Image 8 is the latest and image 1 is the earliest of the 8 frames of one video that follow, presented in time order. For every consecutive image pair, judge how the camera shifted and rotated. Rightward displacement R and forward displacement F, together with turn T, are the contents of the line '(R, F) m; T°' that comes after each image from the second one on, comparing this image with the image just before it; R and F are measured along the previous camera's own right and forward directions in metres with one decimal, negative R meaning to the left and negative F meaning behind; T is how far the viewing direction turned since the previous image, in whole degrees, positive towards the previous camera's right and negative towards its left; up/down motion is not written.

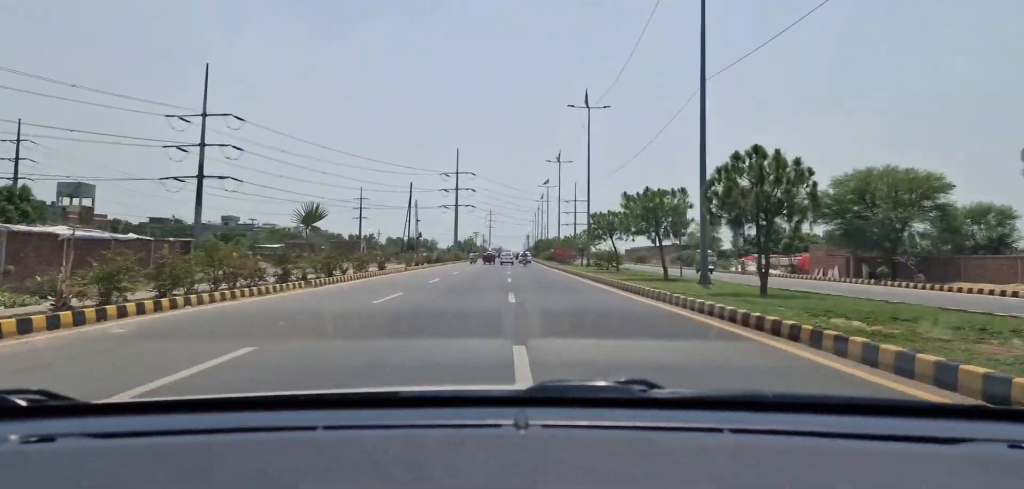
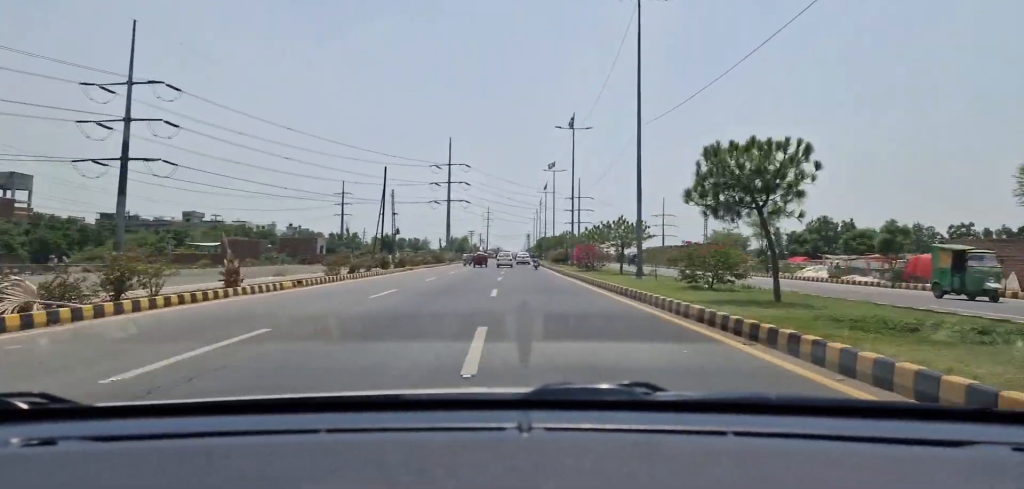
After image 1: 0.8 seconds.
(+0.3, +21.6) m; +1°
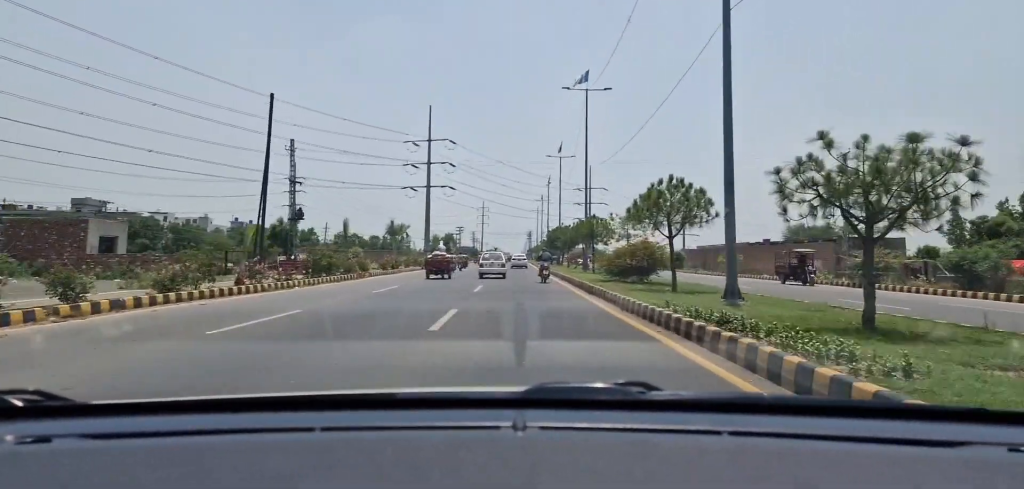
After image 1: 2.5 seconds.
(+0.2, +44.6) m; 0°
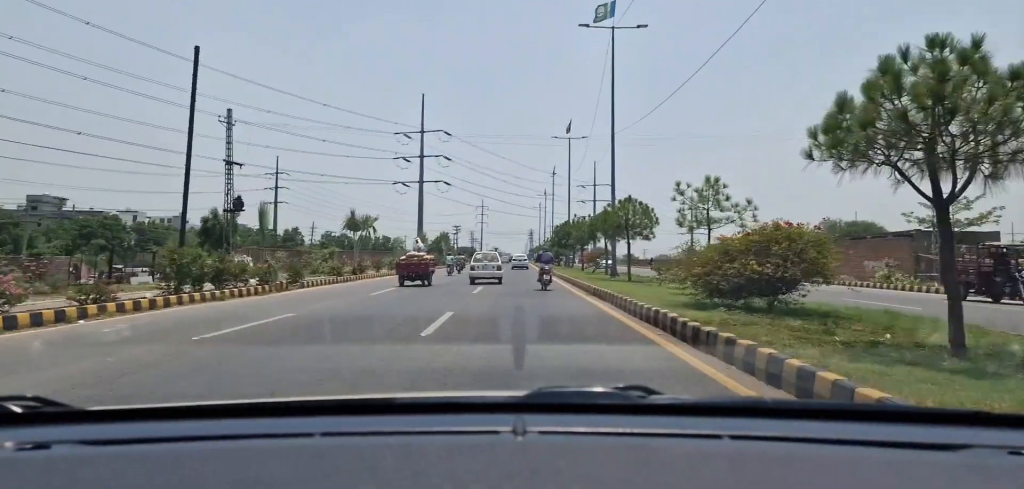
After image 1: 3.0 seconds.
(-0.2, +12.0) m; 0°
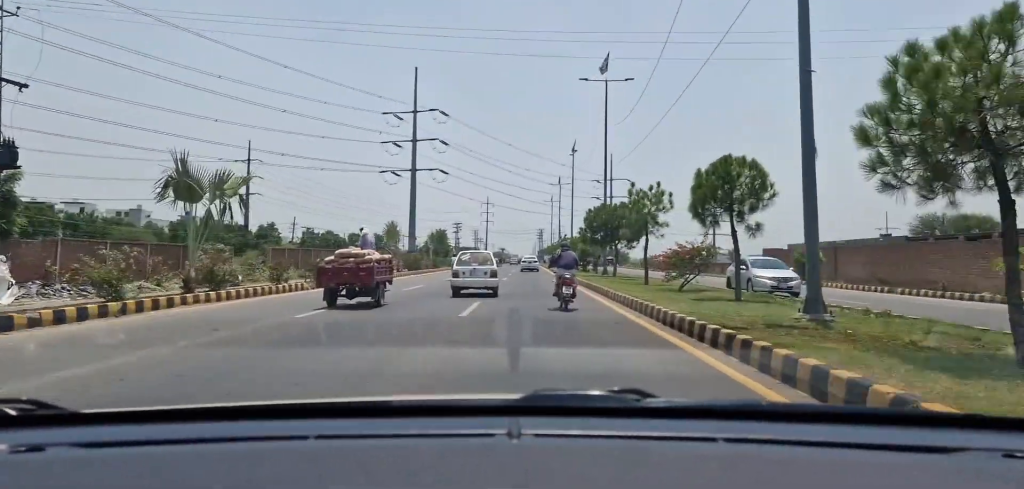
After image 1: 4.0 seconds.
(+0.1, +20.4) m; -1°
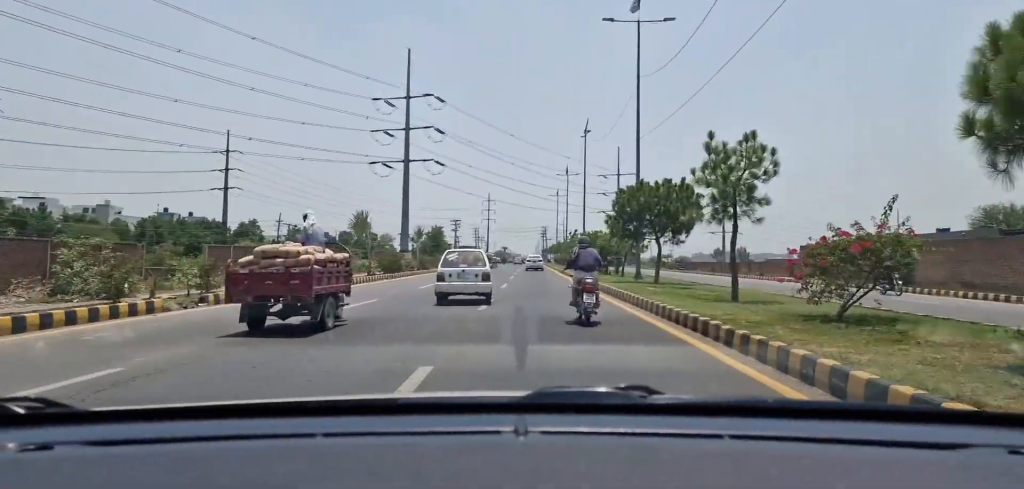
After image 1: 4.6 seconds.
(-0.1, +10.3) m; -1°
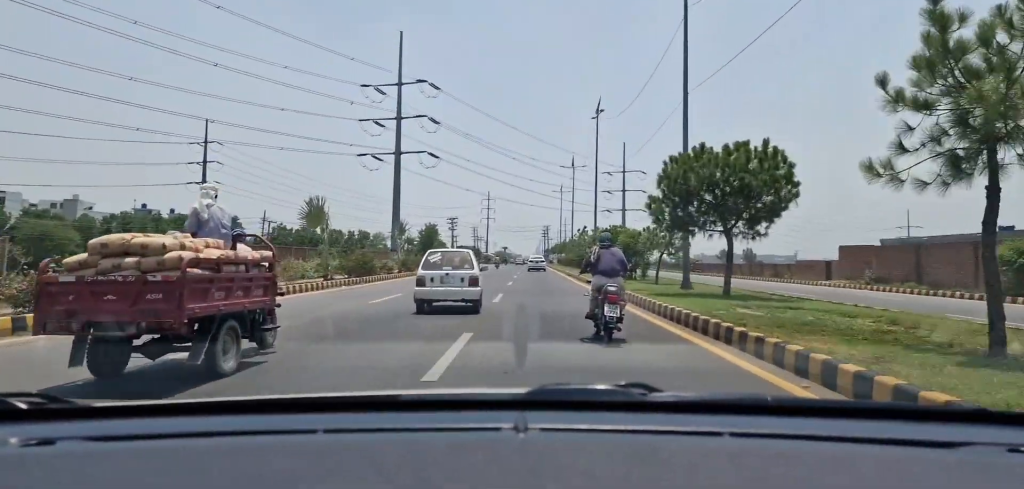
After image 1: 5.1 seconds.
(-0.1, +8.6) m; -1°
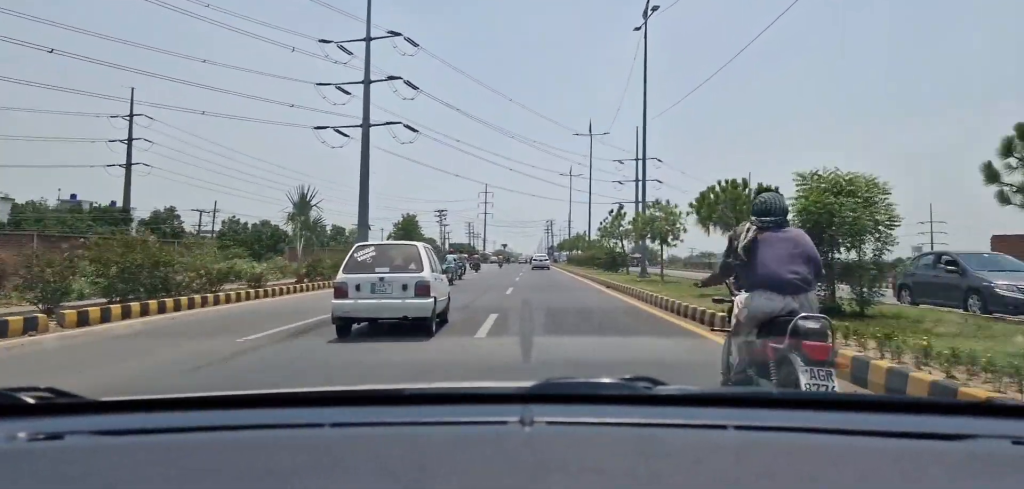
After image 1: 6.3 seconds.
(+0.1, +20.1) m; +2°
